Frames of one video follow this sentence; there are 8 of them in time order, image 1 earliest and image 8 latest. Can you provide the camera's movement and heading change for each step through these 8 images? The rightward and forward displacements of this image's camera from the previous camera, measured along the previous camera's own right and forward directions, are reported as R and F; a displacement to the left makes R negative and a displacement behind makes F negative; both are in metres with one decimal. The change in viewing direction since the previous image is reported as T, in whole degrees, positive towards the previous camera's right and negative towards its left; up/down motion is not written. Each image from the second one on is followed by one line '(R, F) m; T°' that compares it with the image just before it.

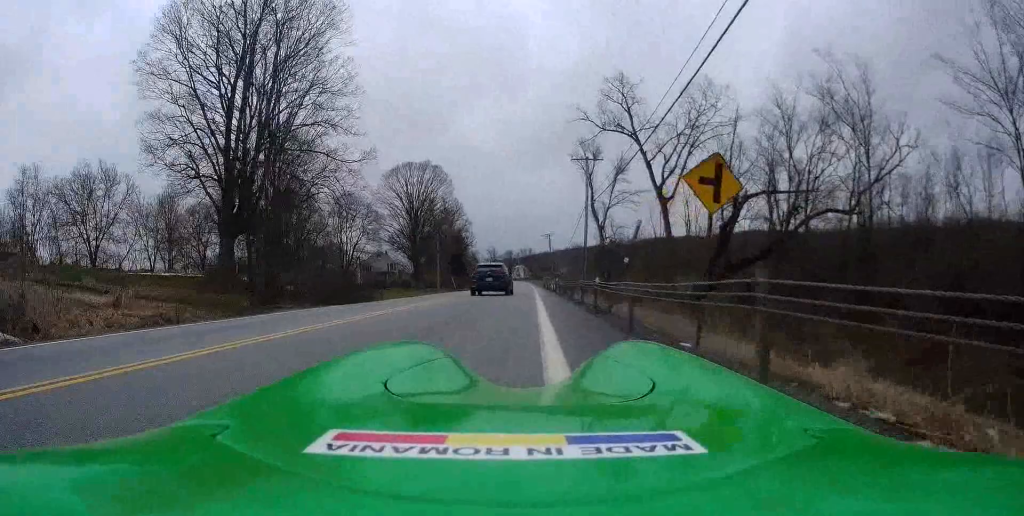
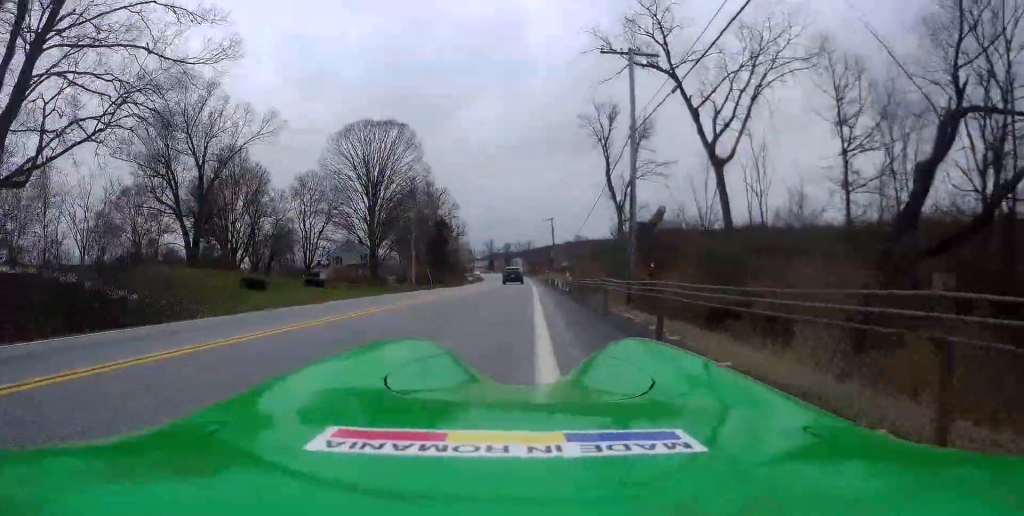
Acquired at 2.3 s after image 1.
(+0.3, +21.3) m; +2°
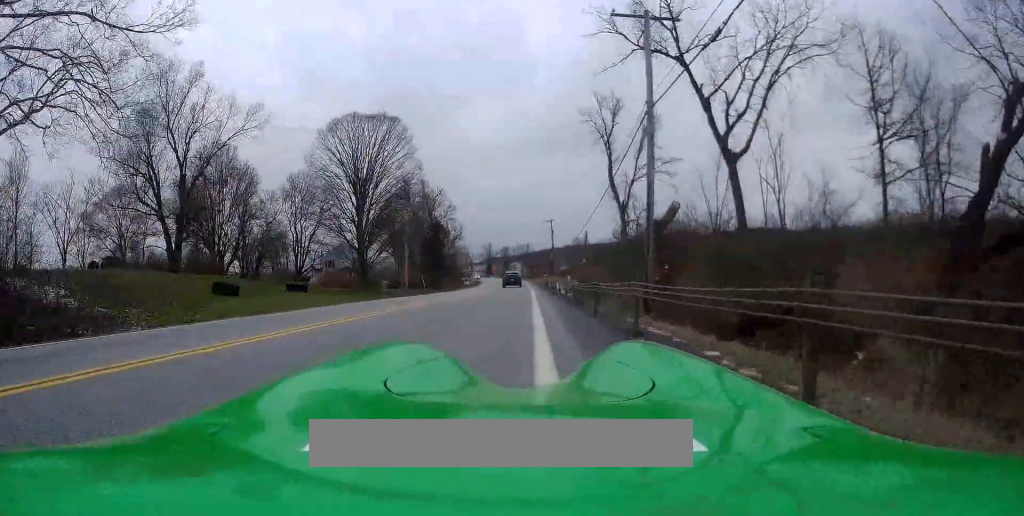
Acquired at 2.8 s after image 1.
(-0.1, +3.9) m; -1°
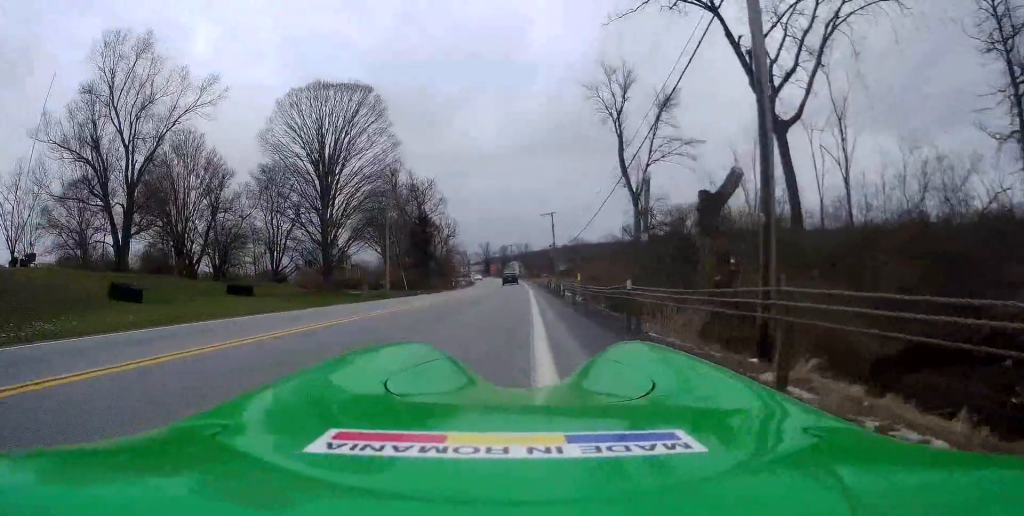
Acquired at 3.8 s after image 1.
(-0.2, +9.7) m; -1°
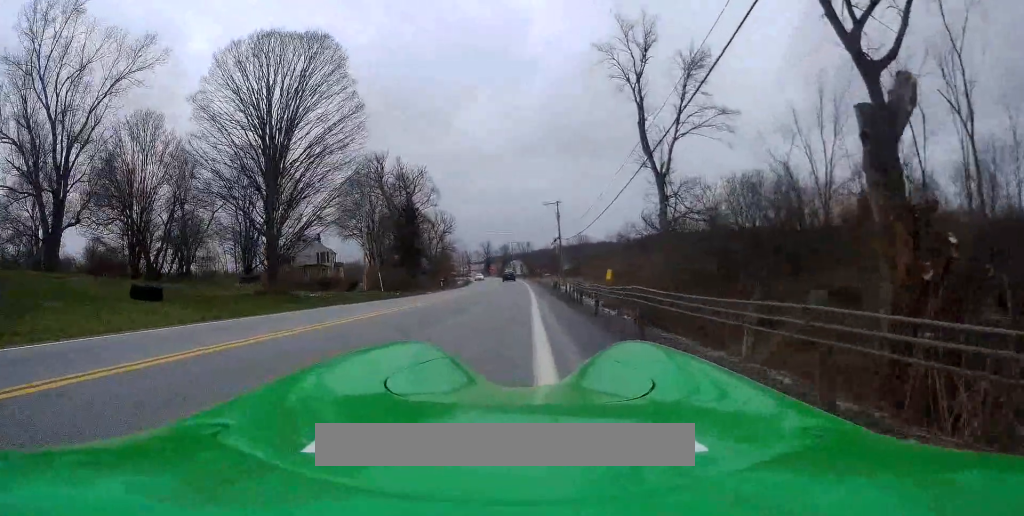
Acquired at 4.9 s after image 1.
(0.0, +10.5) m; +1°
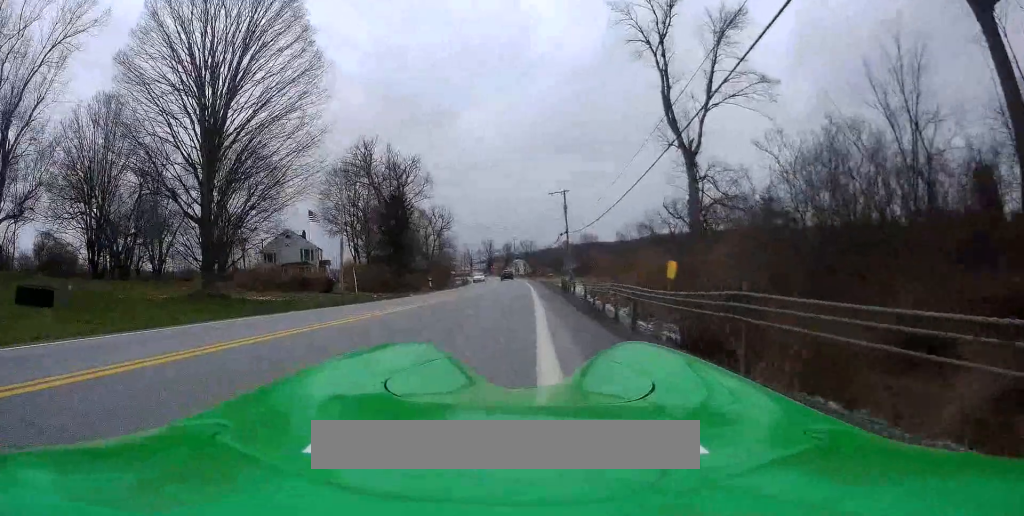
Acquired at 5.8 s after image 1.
(+0.1, +8.3) m; +1°
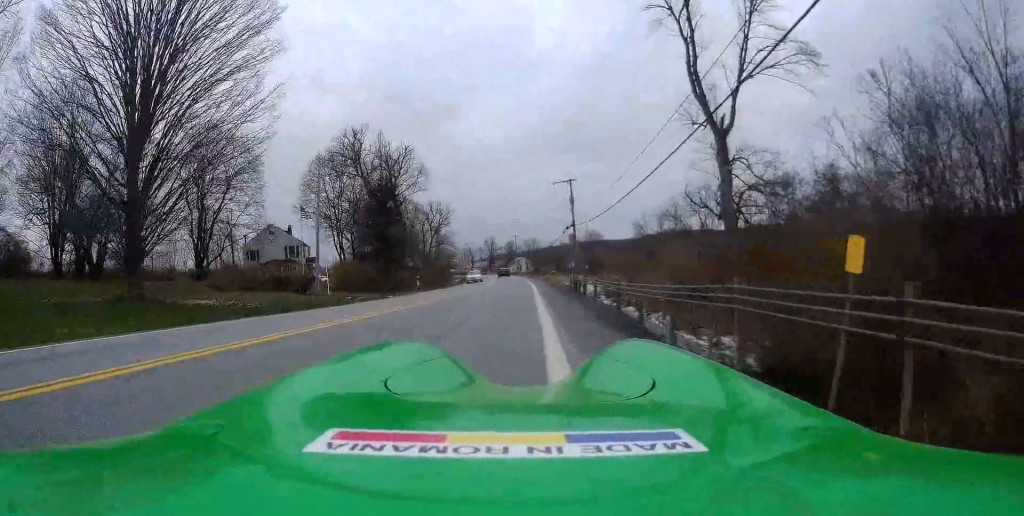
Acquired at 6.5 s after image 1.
(0.0, +6.4) m; 0°
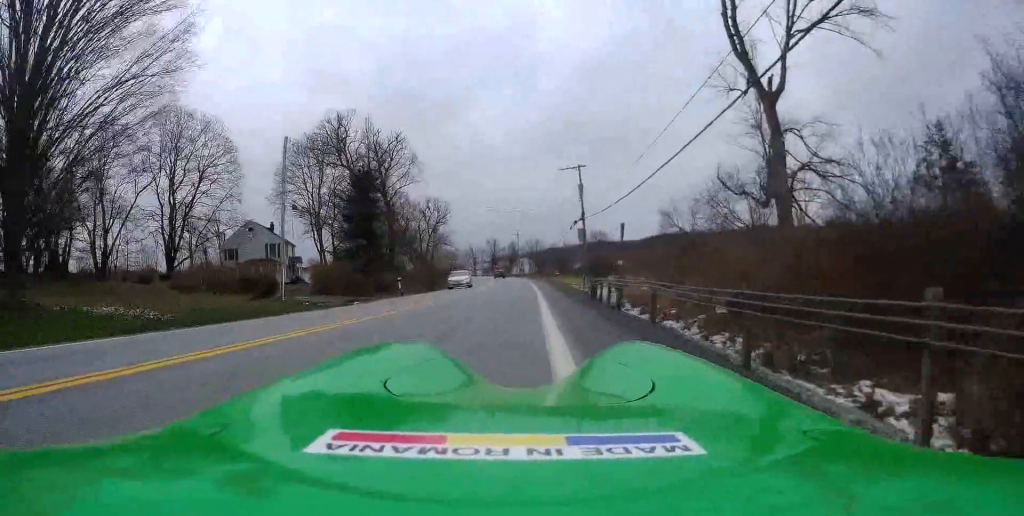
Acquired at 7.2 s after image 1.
(0.0, +6.9) m; +1°
